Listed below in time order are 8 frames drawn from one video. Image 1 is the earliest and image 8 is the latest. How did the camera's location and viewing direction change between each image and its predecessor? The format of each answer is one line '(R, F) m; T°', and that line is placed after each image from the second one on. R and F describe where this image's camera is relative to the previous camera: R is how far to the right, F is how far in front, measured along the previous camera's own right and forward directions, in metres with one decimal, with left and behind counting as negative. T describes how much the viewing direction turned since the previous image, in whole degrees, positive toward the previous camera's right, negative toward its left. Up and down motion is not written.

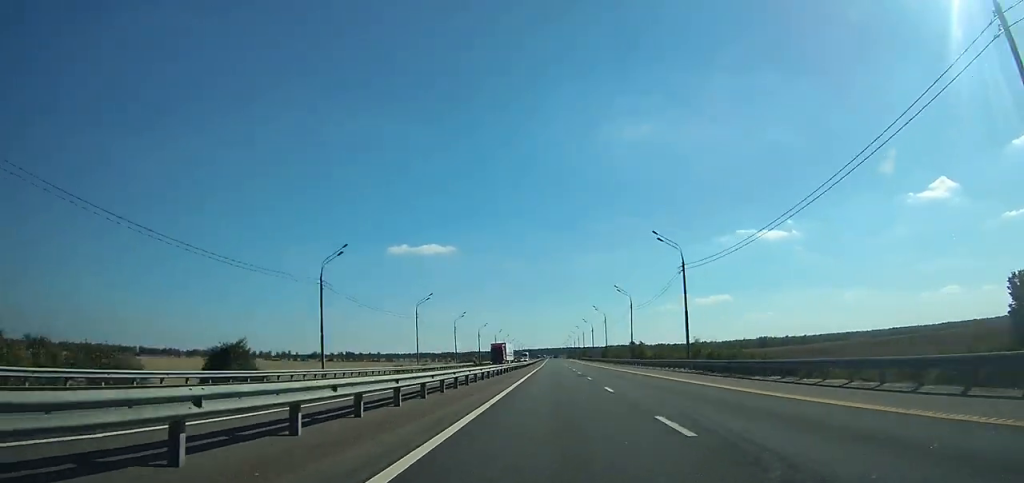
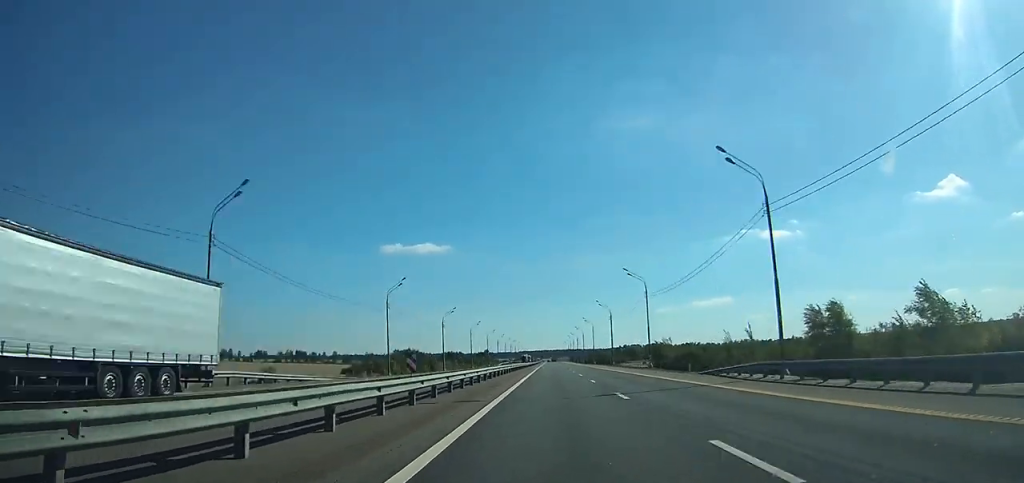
(0.0, +165.8) m; 0°
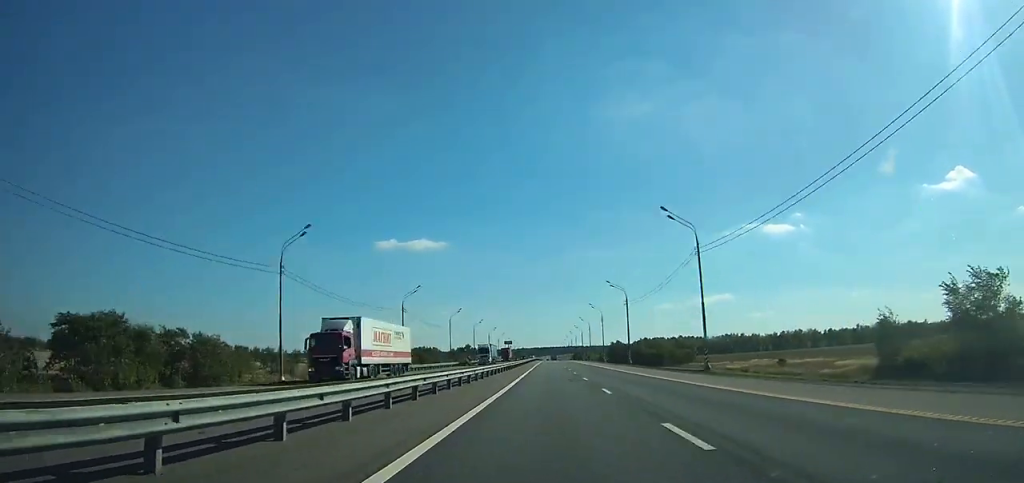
(+0.1, +146.4) m; 0°
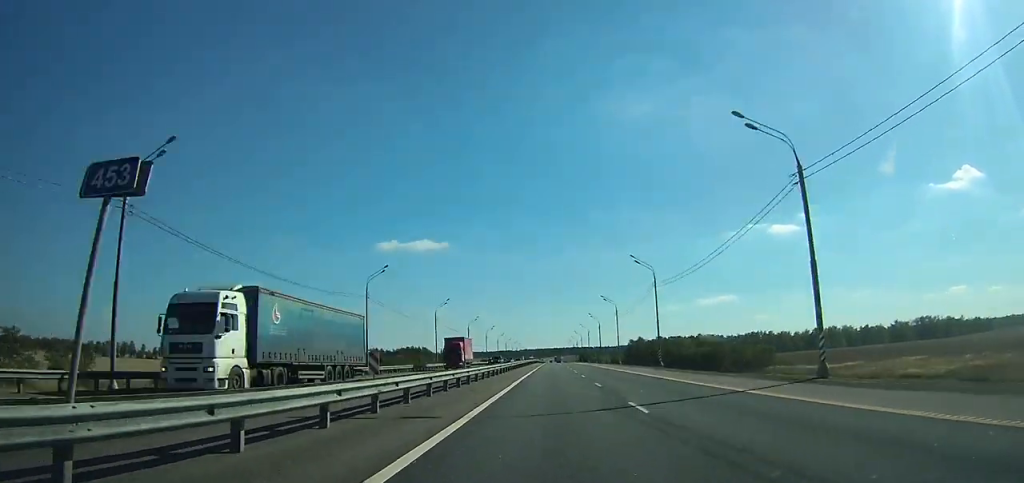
(0.0, +55.9) m; 0°
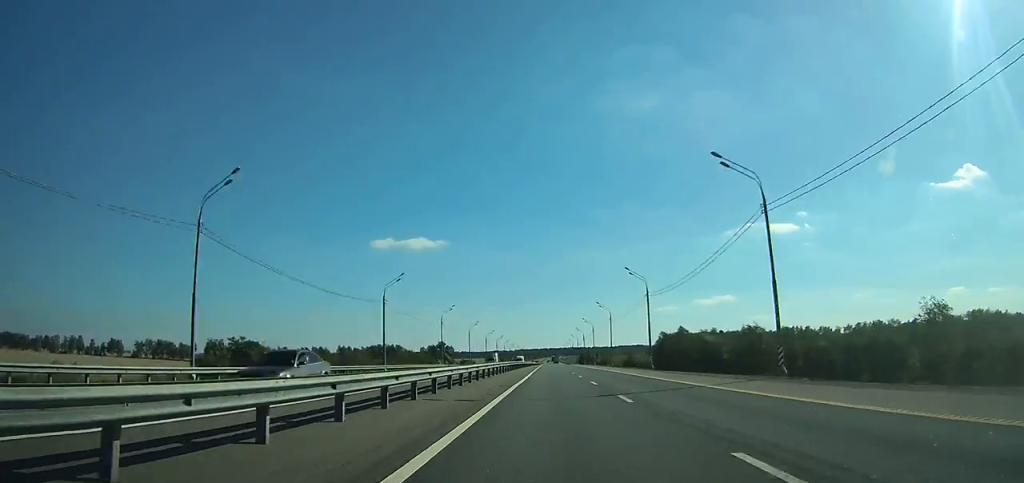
(0.0, +68.5) m; 0°
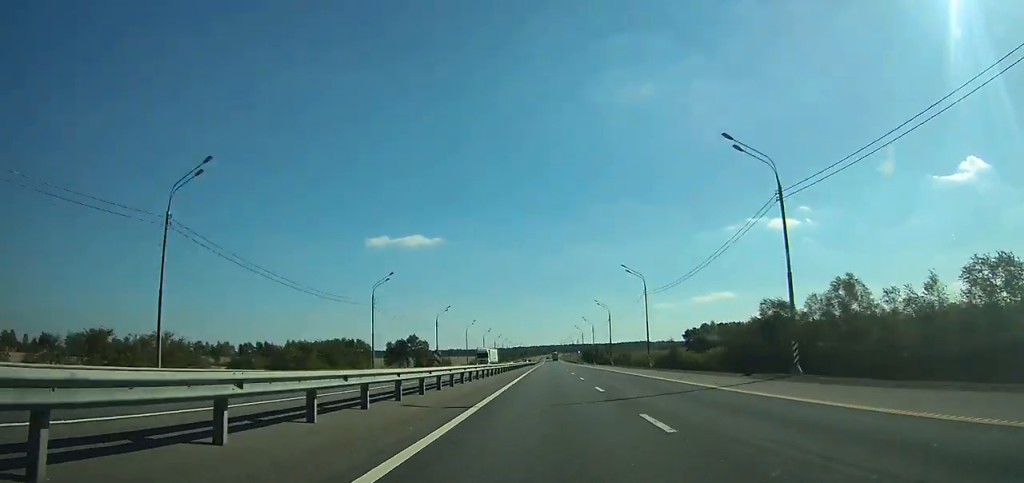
(+0.2, +76.7) m; 0°
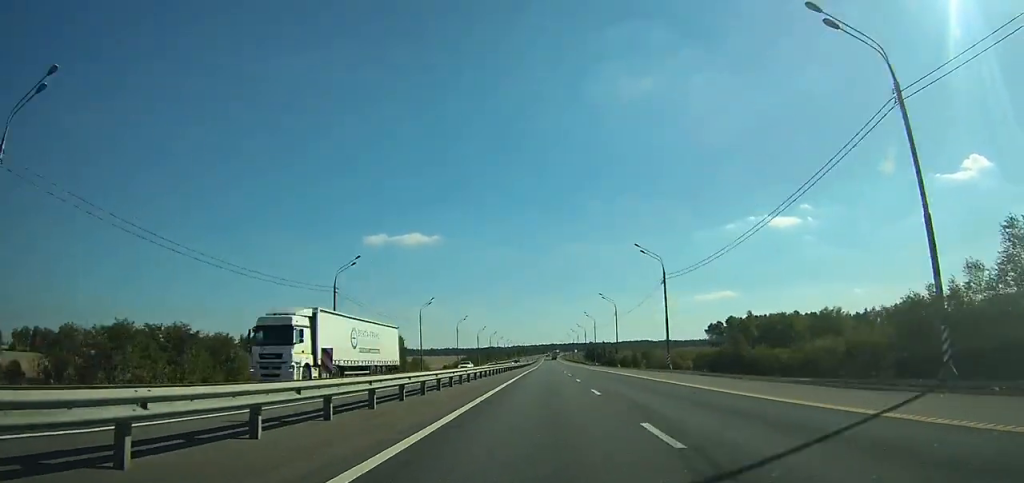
(-0.1, +47.8) m; 0°
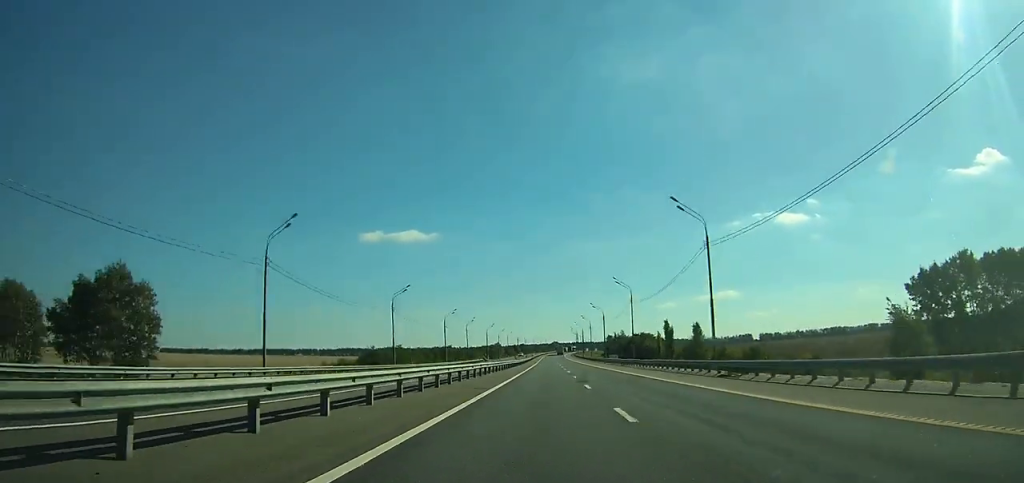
(-0.5, +164.6) m; 0°
